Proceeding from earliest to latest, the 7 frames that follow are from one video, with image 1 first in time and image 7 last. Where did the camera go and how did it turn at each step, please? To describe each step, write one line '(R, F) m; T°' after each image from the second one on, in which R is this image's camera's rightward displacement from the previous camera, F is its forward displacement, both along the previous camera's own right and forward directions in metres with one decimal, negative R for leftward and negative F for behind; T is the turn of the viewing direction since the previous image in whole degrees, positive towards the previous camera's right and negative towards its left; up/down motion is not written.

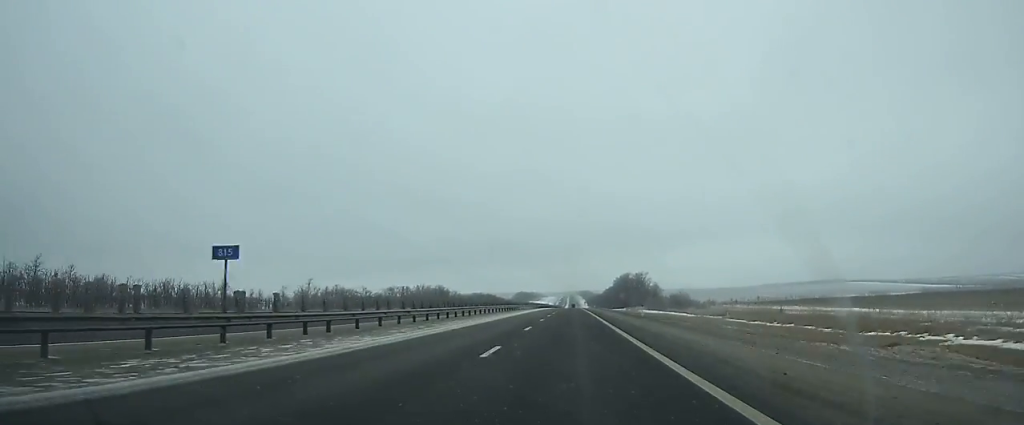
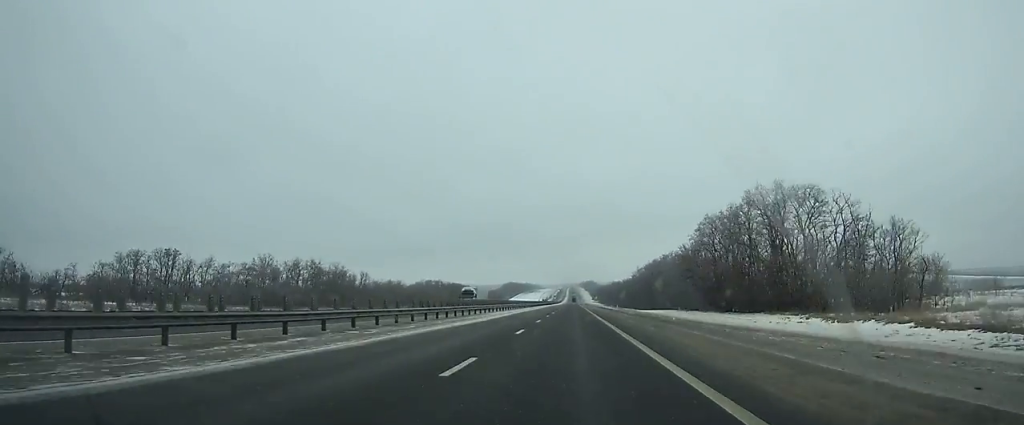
(-0.3, +165.3) m; 0°
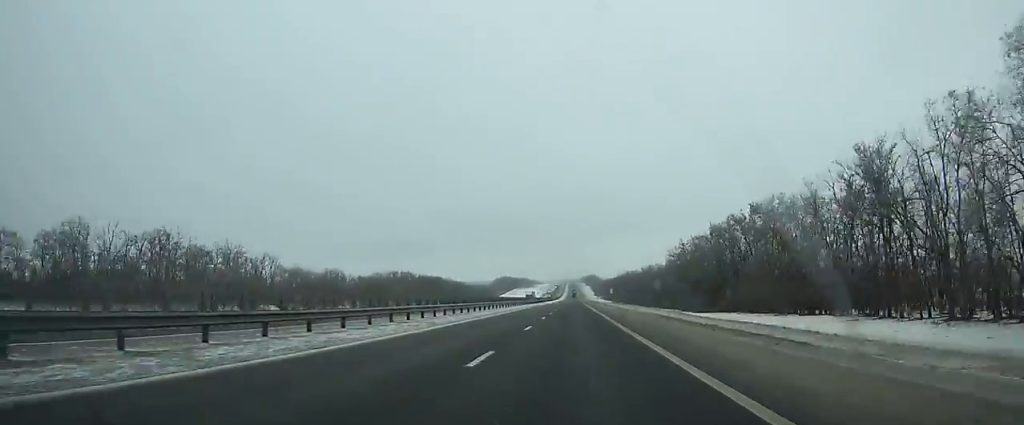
(-0.1, +65.9) m; 0°
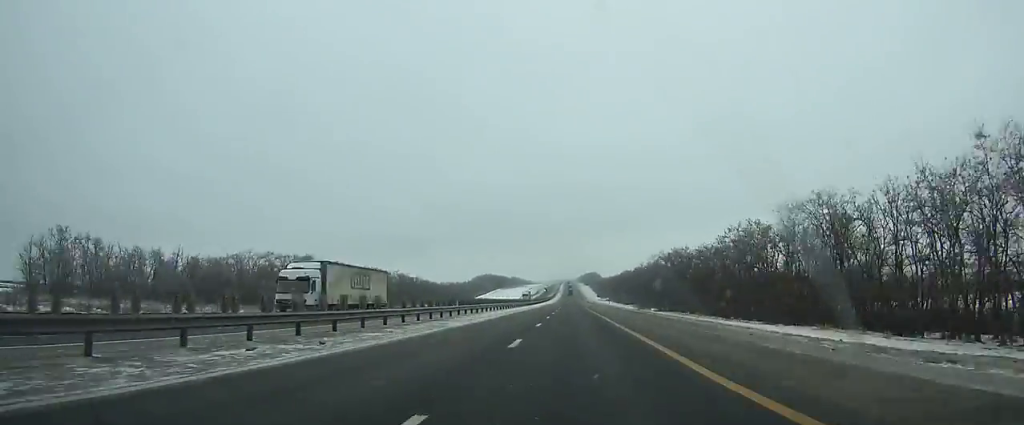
(+0.1, +110.2) m; 0°
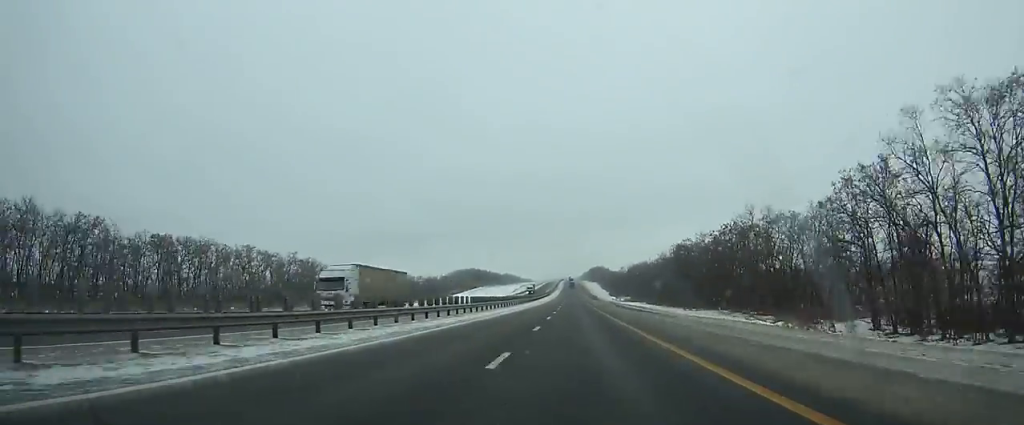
(0.0, +110.2) m; 0°
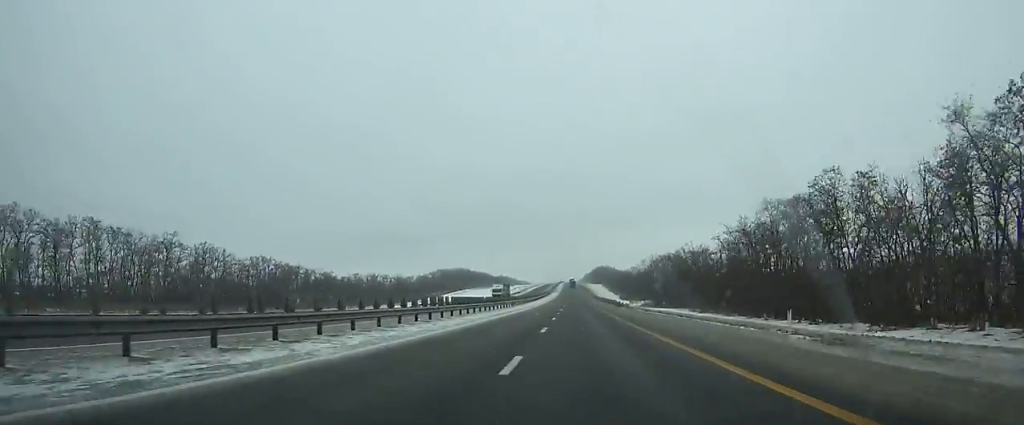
(+0.1, +60.5) m; 0°
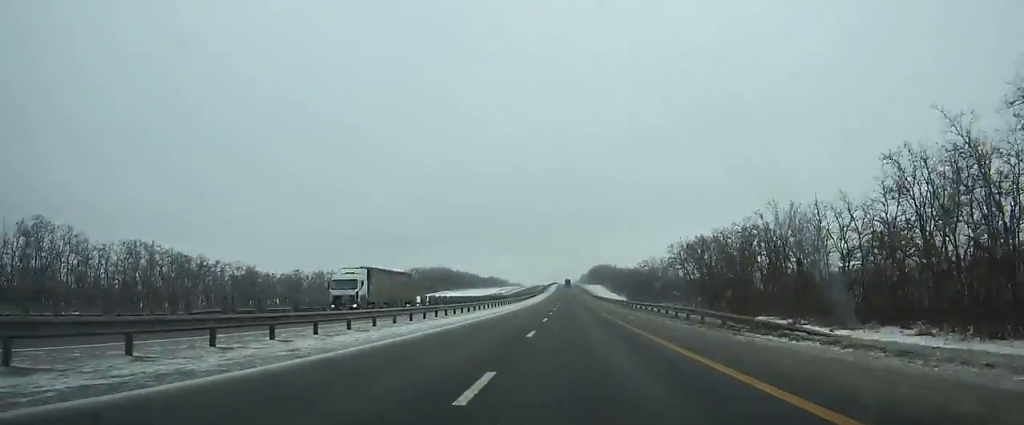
(0.0, +50.9) m; 0°
